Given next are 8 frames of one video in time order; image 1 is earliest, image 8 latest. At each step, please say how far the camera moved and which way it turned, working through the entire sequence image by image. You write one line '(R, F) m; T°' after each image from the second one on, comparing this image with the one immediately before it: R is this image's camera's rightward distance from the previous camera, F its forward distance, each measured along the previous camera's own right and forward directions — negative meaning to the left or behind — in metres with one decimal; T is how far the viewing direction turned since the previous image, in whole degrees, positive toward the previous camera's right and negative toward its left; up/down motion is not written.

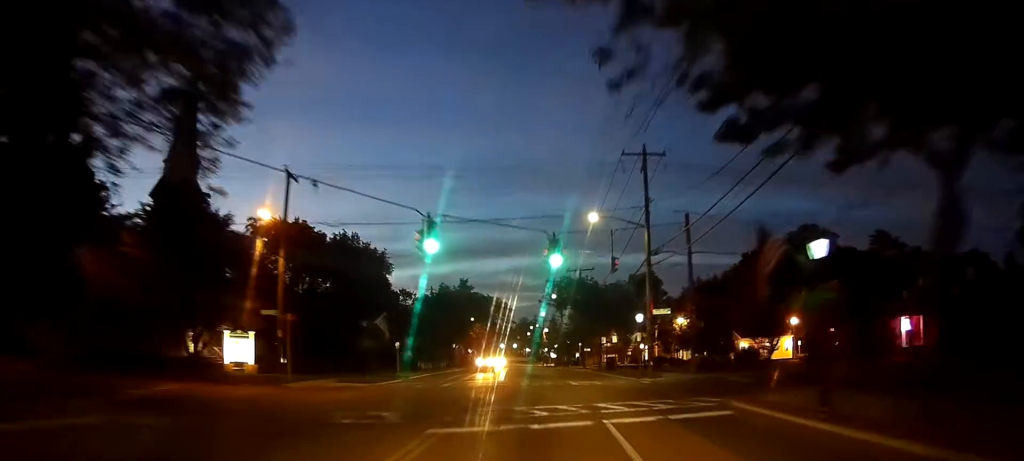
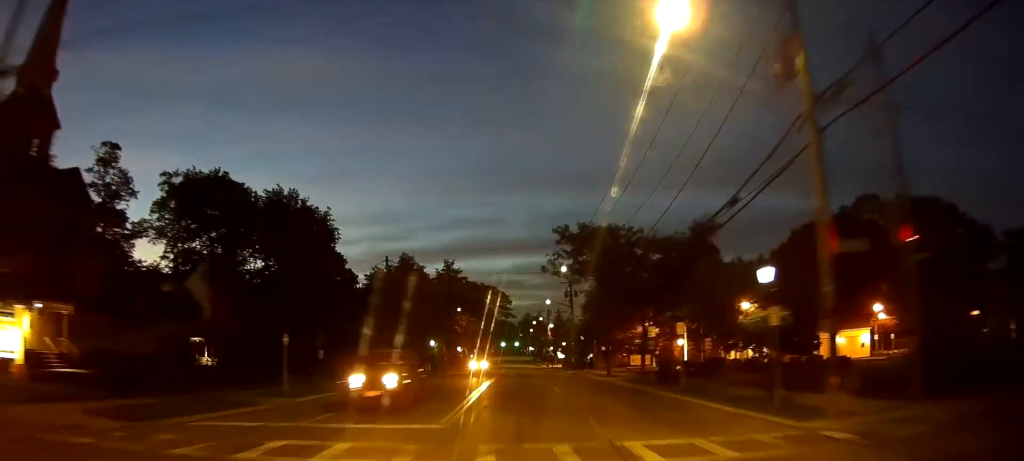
(0.0, +21.6) m; 0°
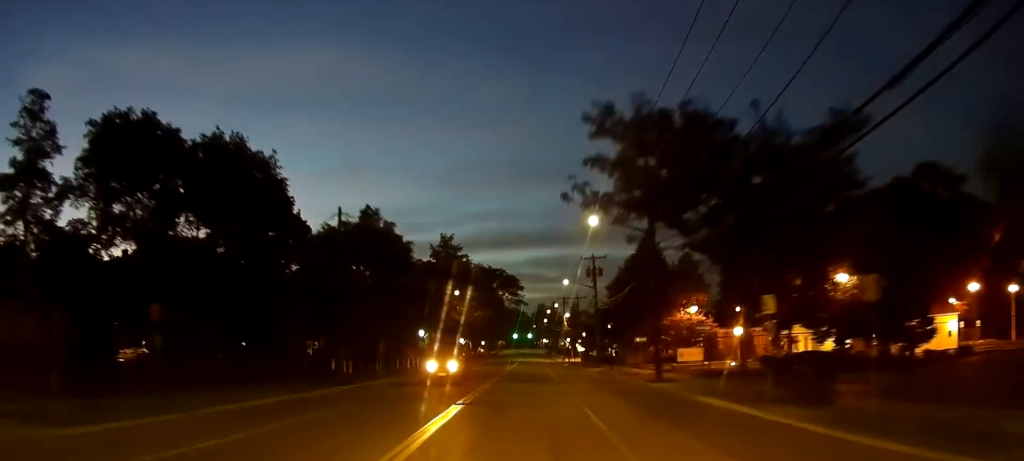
(0.0, +14.6) m; 0°
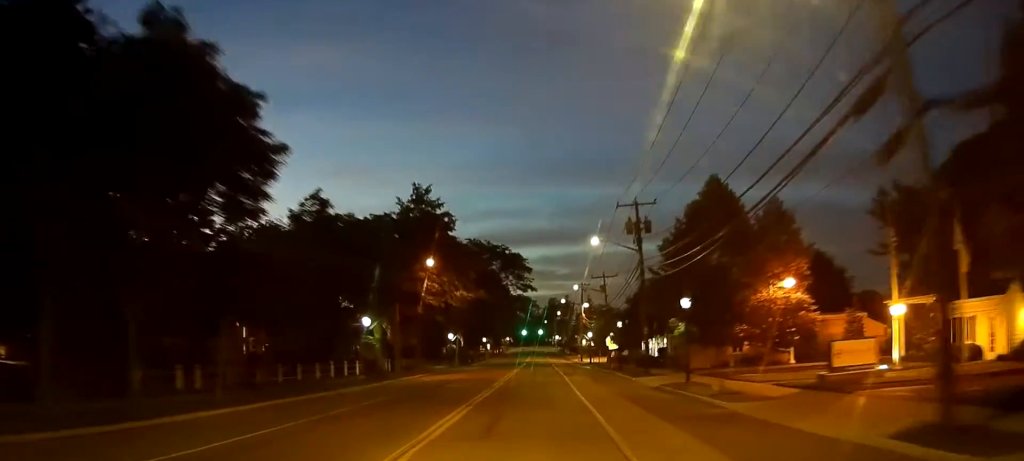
(0.0, +22.2) m; 0°
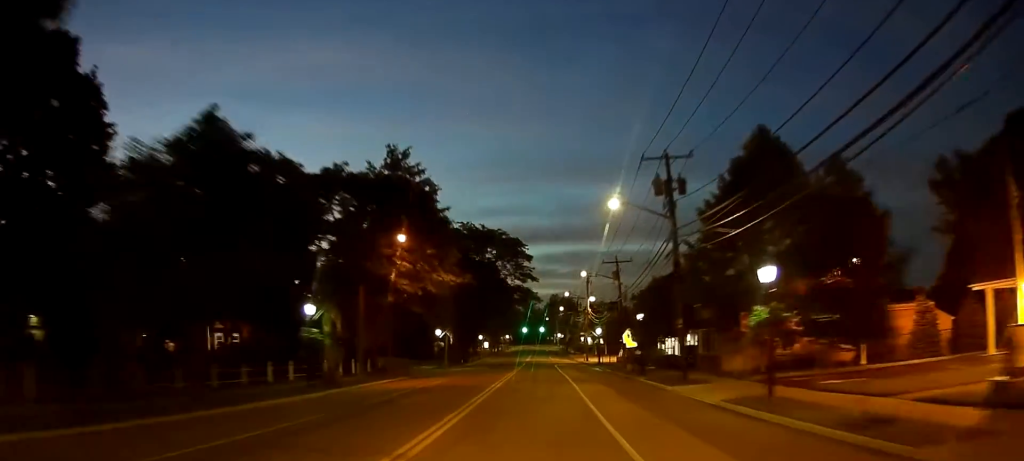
(0.0, +9.5) m; 0°
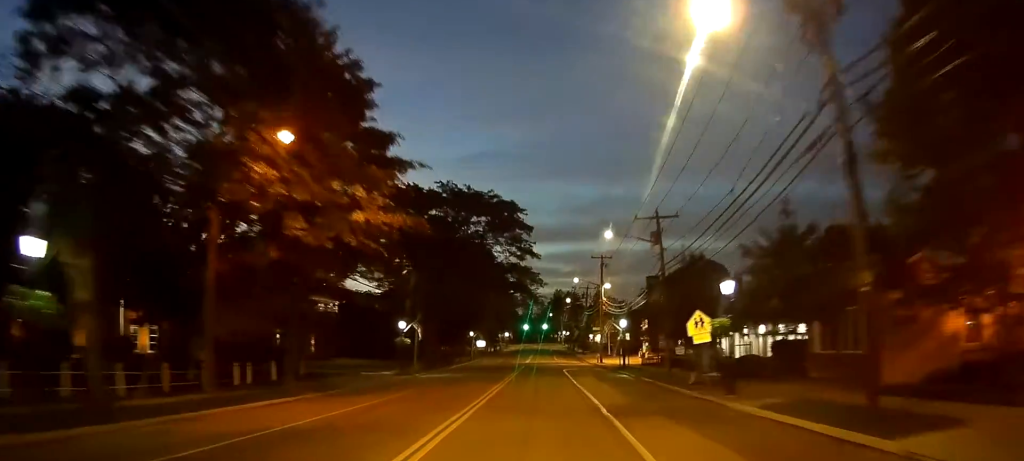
(0.0, +17.5) m; 0°
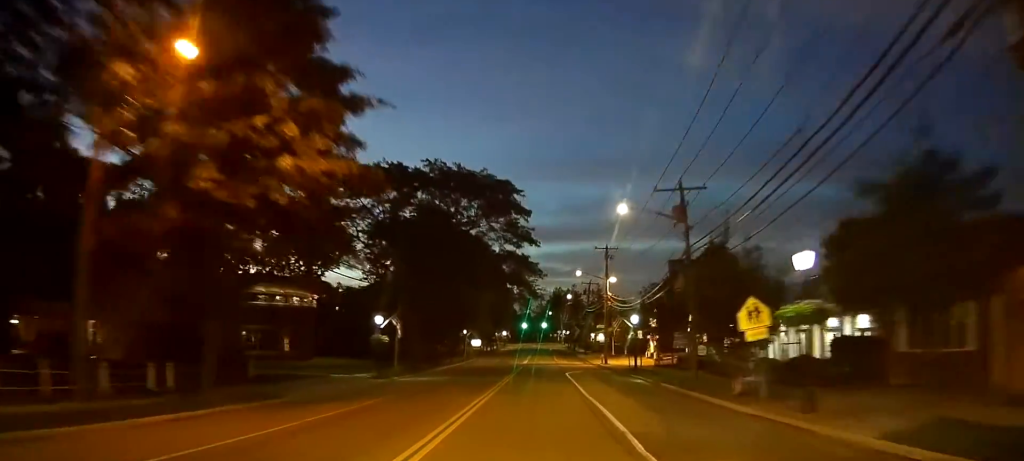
(0.0, +6.4) m; 0°
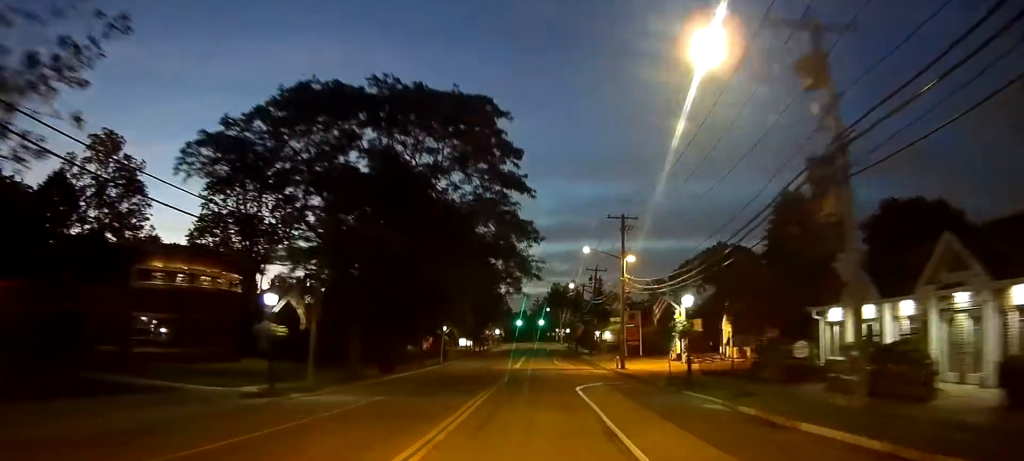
(0.0, +15.9) m; 0°
